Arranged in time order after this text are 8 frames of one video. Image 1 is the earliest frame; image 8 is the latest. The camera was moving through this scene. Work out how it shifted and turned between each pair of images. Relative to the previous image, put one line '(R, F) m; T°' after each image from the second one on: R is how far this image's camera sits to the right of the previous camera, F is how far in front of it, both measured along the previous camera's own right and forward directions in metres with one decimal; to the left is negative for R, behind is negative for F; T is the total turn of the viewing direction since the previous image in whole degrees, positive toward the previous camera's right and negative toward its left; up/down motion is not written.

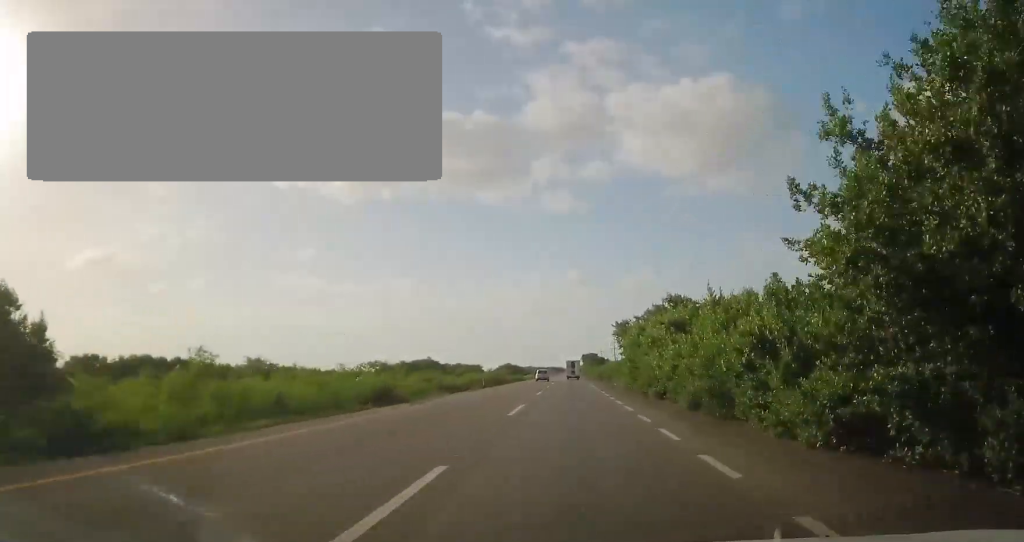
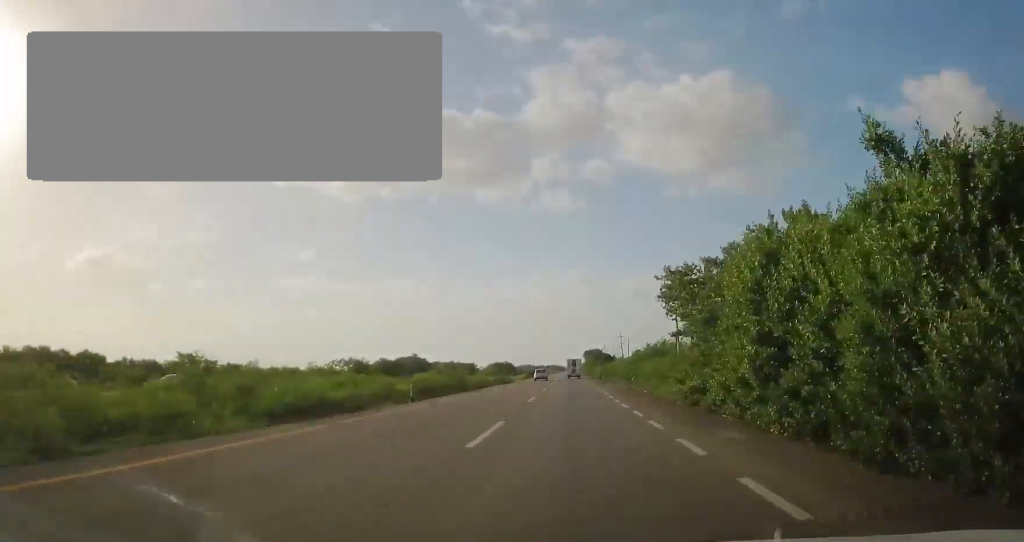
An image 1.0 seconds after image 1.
(-0.1, +22.3) m; 0°
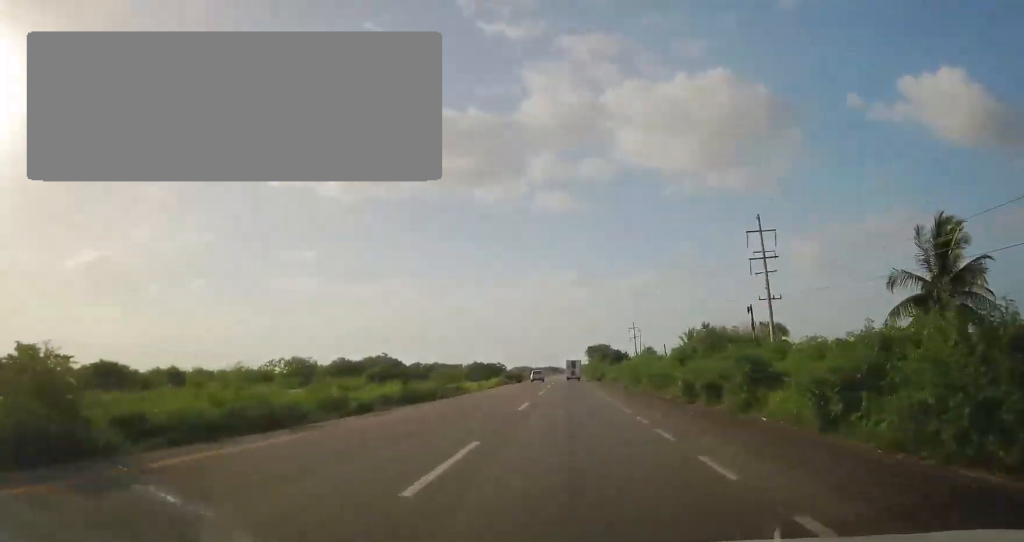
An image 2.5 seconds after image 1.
(+0.6, +33.5) m; 0°
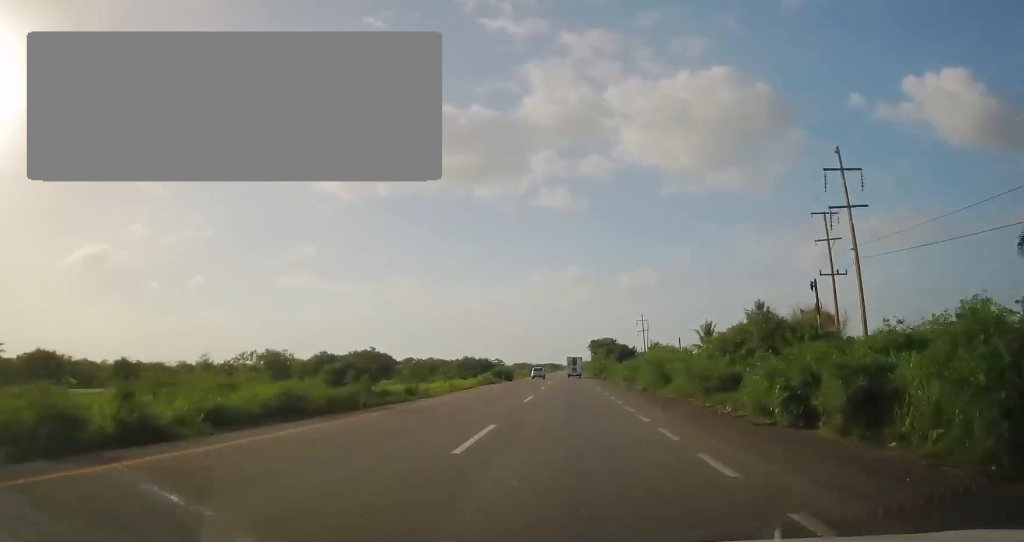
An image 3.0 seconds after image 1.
(+0.1, +12.0) m; -1°
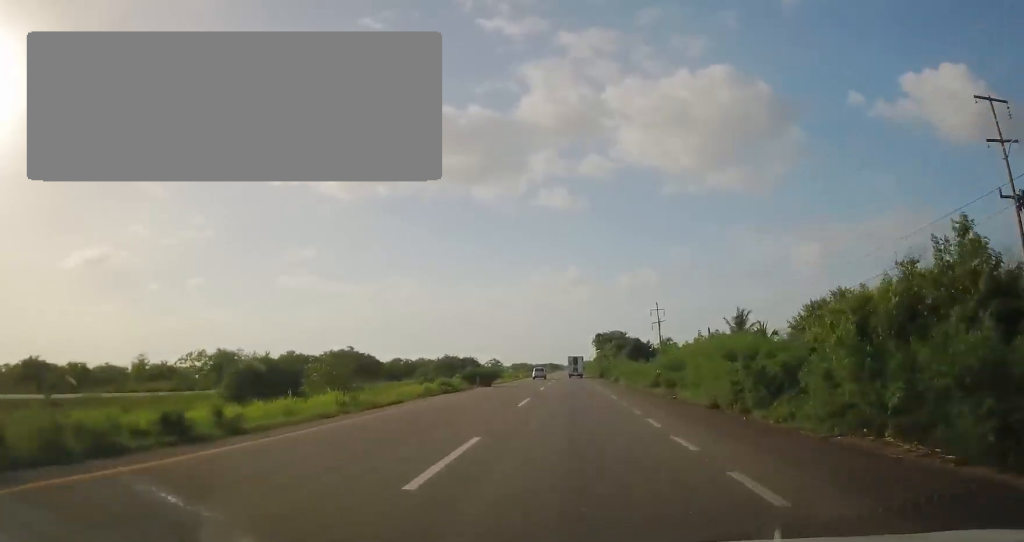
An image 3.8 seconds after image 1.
(-0.7, +17.4) m; -1°
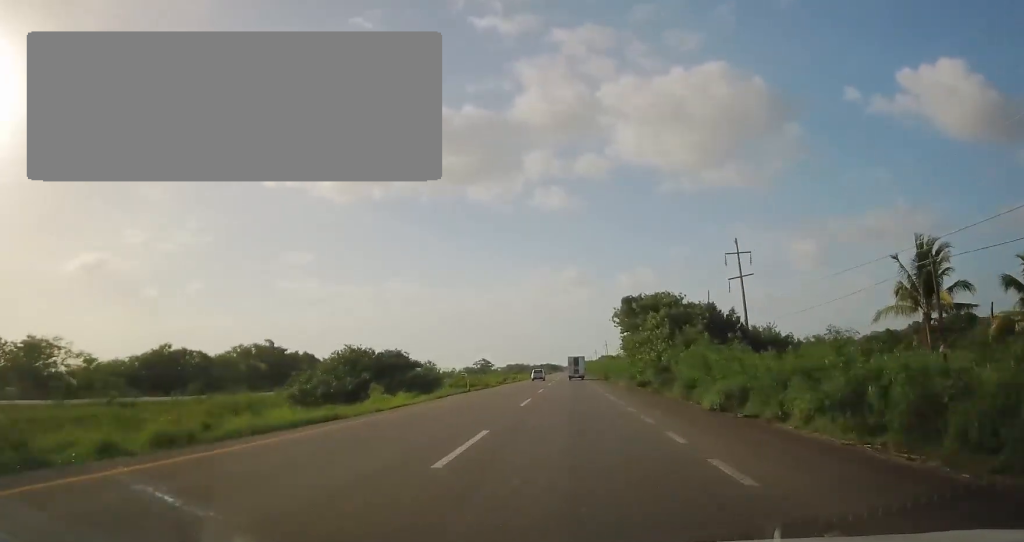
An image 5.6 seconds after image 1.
(+0.9, +42.2) m; +1°
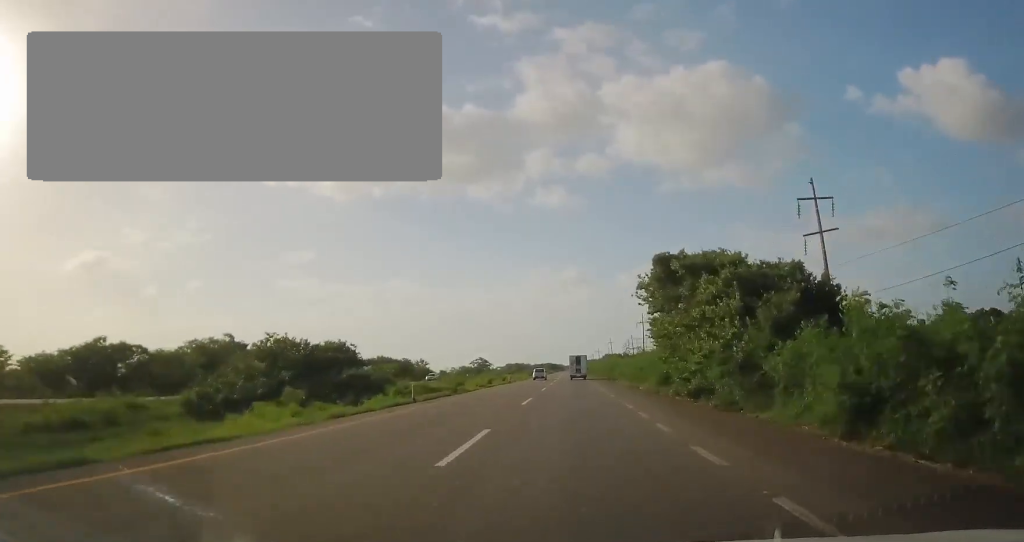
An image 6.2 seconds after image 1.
(0.0, +14.6) m; 0°
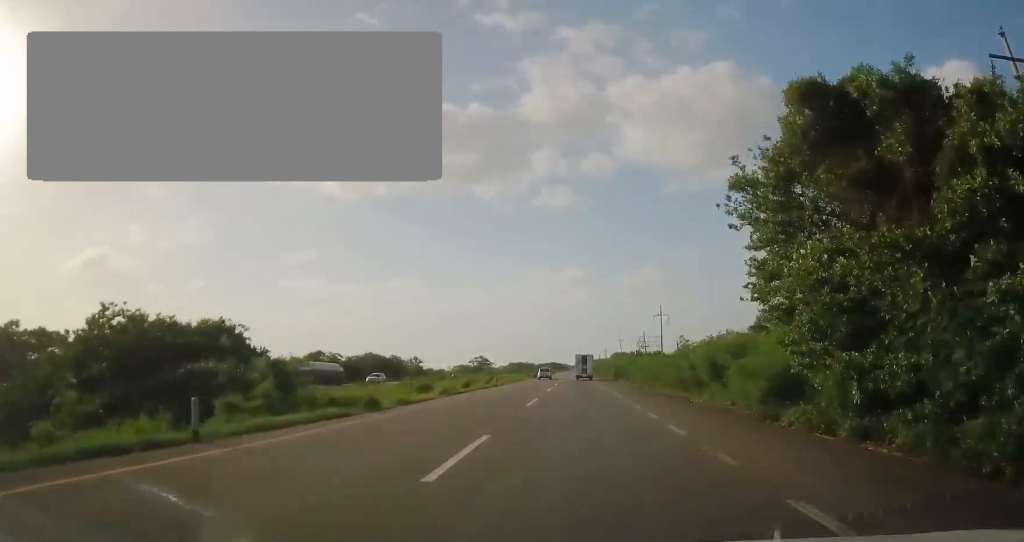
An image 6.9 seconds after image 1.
(+0.1, +15.9) m; -1°
